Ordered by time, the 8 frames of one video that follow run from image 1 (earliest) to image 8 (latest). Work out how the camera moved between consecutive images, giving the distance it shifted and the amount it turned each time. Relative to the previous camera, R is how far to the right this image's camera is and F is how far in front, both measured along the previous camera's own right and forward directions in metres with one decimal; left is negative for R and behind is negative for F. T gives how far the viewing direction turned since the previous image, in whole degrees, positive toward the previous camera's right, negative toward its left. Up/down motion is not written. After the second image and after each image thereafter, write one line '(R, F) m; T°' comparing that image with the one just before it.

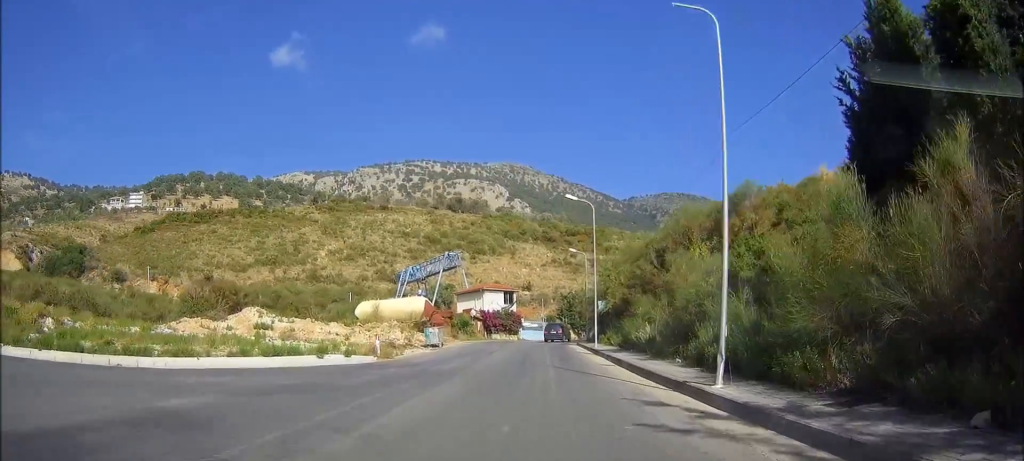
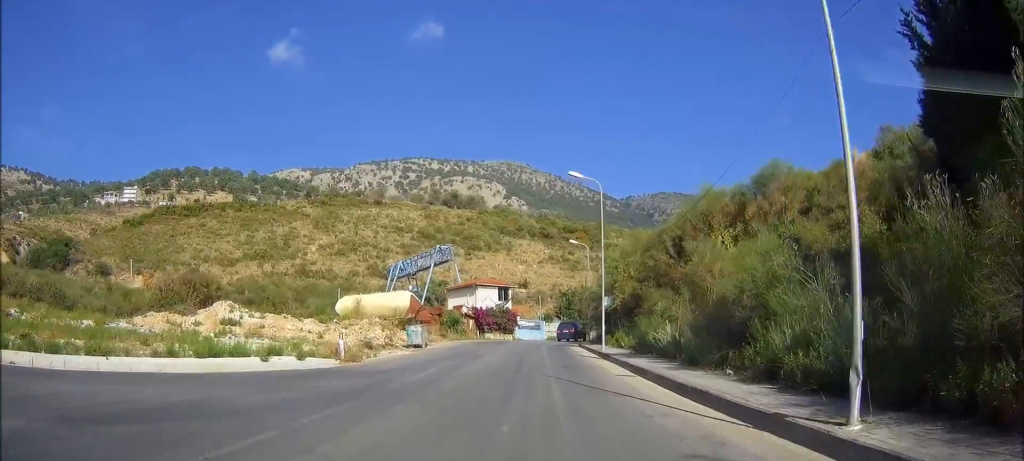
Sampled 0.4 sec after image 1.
(0.0, +5.4) m; 0°
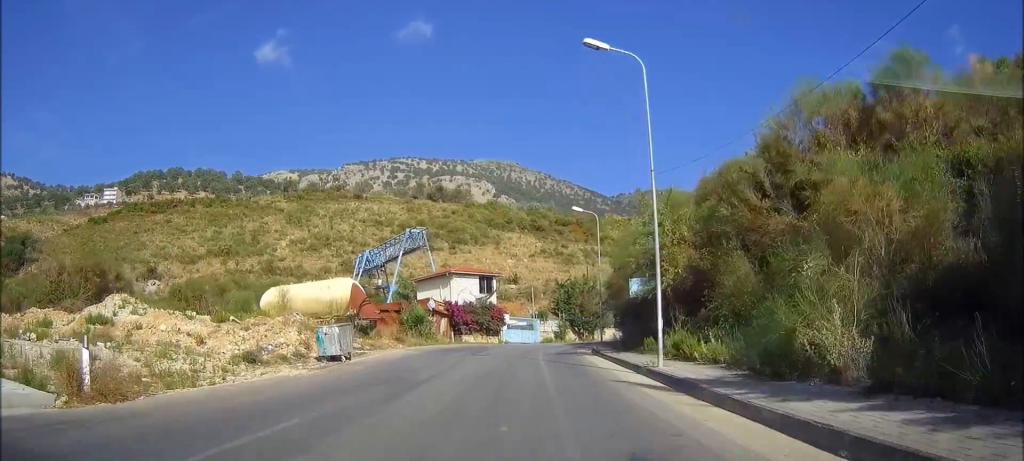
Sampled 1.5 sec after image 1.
(+0.1, +15.2) m; +1°
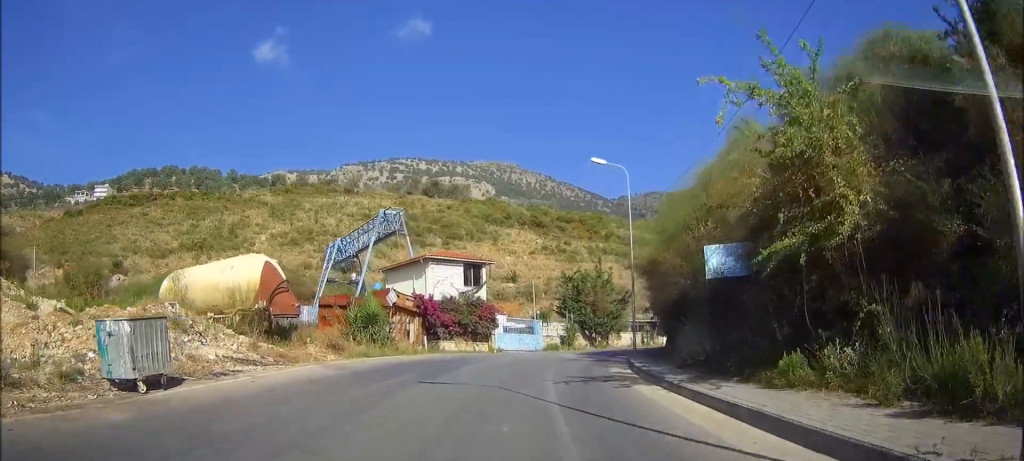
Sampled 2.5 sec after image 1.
(+0.1, +12.9) m; +1°
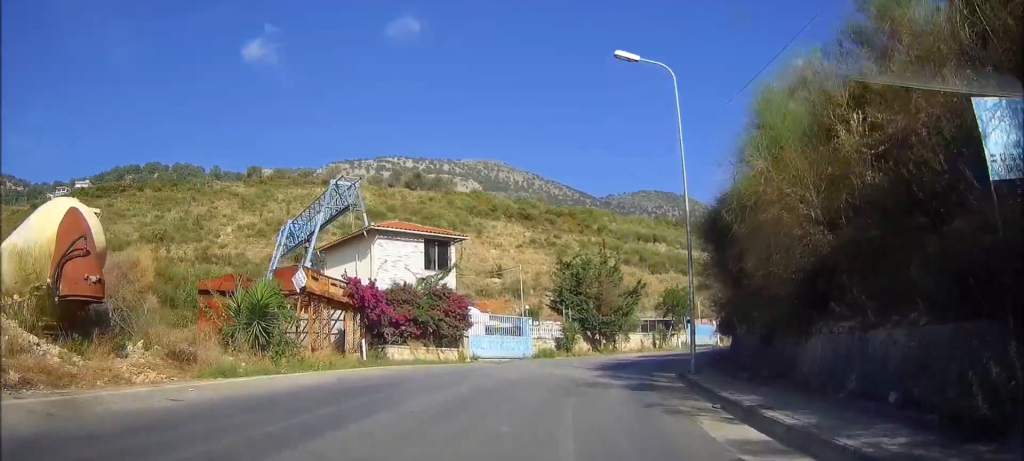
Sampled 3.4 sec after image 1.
(+0.1, +11.8) m; +3°
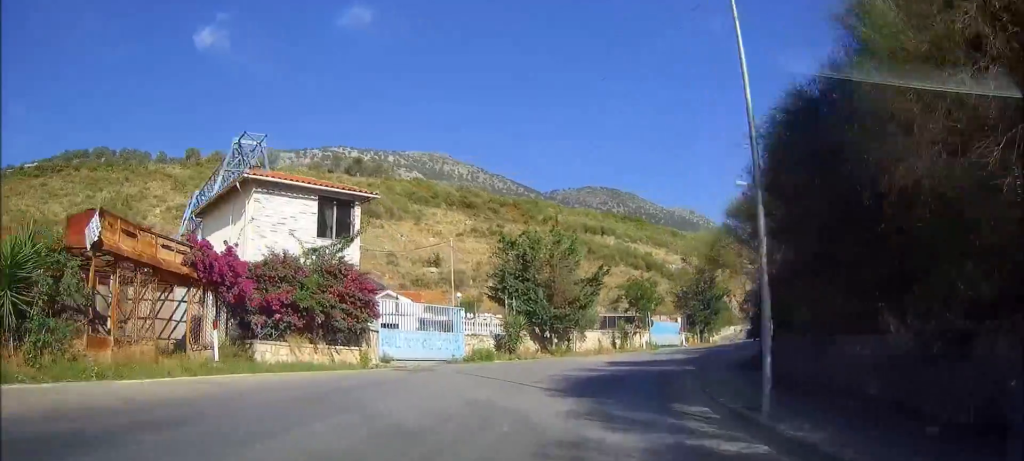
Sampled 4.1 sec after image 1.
(+0.3, +8.4) m; +4°
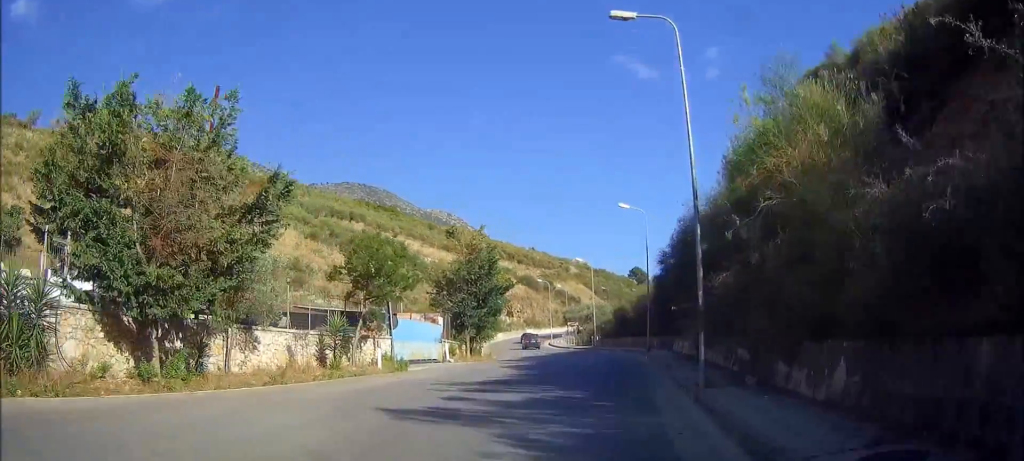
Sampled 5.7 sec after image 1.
(+2.5, +20.8) m; +17°
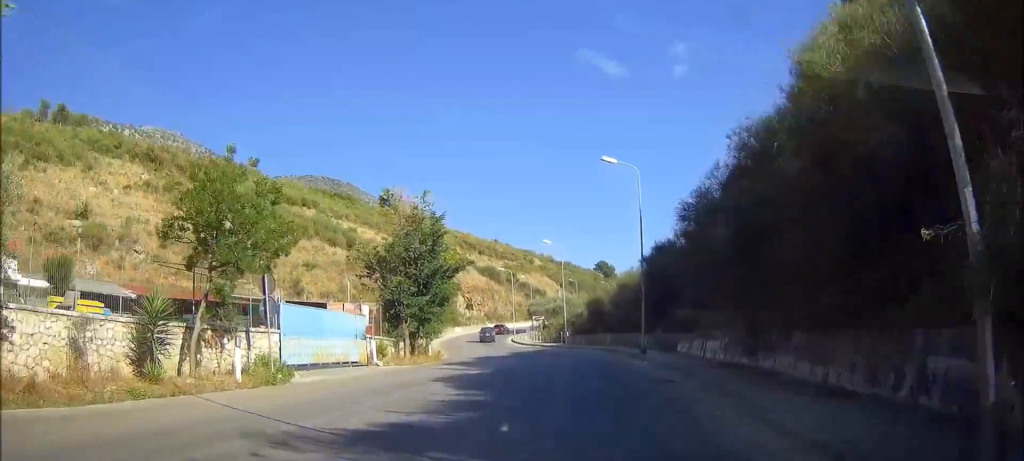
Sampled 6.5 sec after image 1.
(+1.1, +9.9) m; +5°
